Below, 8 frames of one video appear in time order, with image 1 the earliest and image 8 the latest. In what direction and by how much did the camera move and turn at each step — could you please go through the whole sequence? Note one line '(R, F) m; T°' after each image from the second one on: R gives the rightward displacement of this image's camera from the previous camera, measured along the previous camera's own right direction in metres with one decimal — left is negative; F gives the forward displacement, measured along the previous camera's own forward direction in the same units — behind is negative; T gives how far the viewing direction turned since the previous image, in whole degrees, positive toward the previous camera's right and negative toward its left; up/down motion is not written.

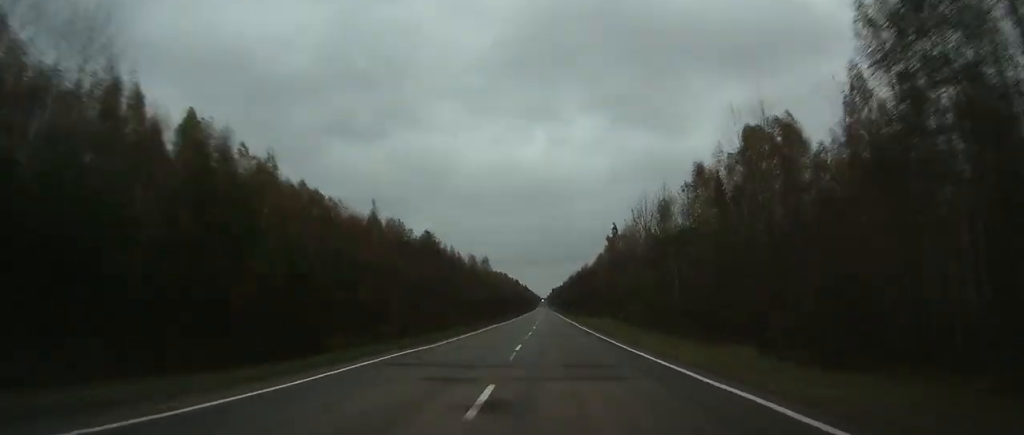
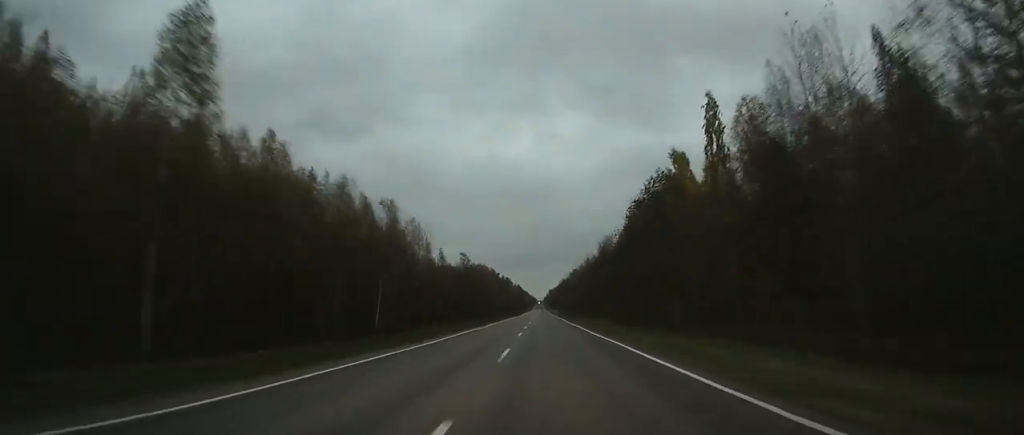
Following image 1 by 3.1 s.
(0.0, +86.1) m; 0°
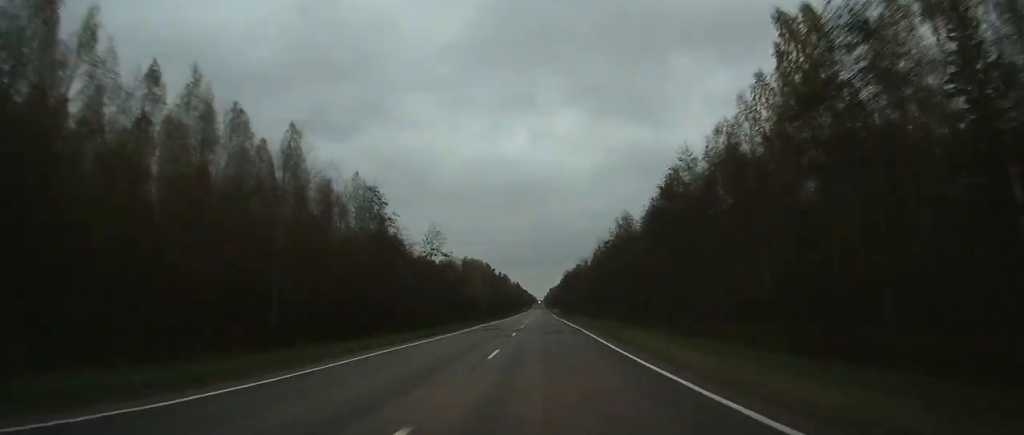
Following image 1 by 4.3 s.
(0.0, +35.5) m; 0°
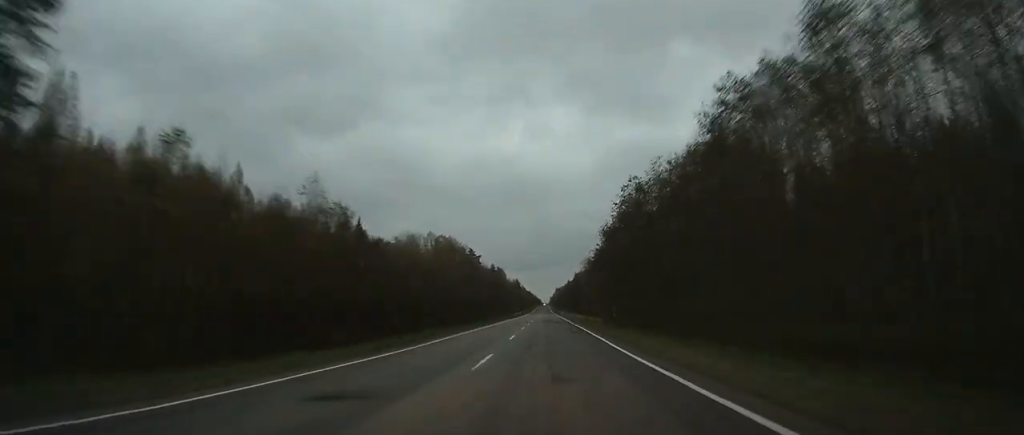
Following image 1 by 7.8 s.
(-0.7, +106.2) m; -1°
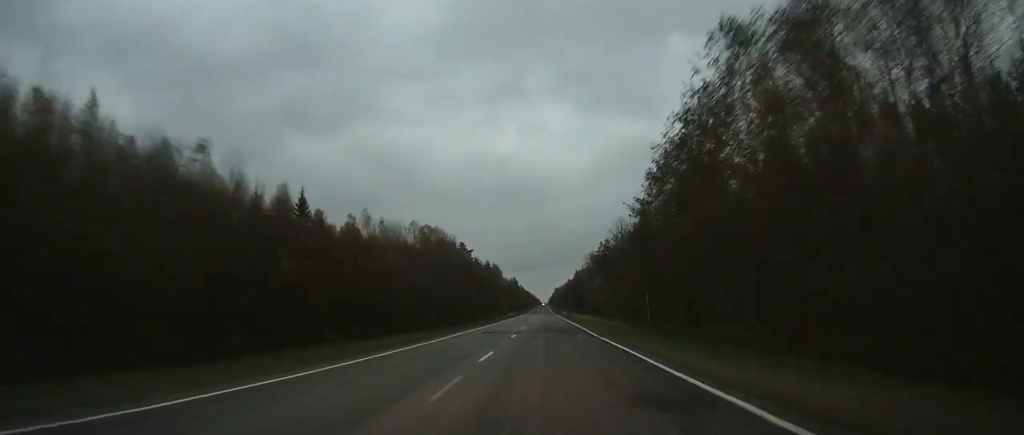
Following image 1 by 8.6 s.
(-0.1, +24.3) m; 0°
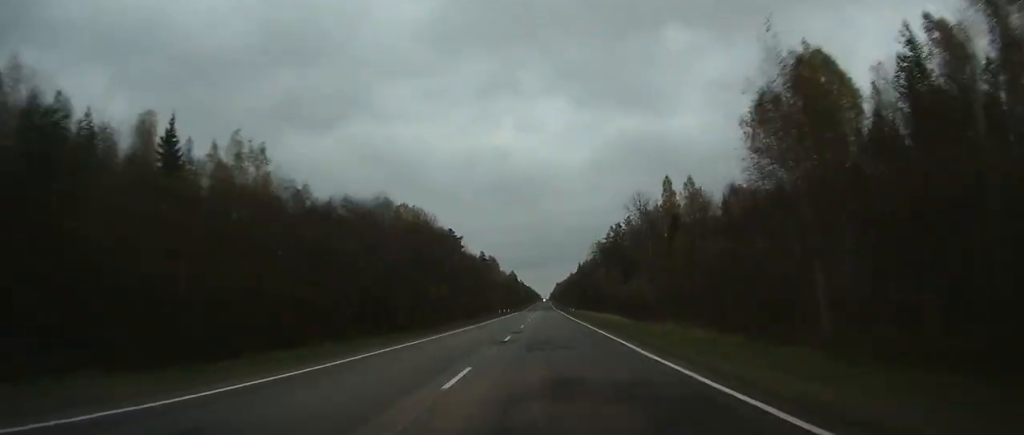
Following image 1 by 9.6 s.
(+0.2, +29.5) m; 0°
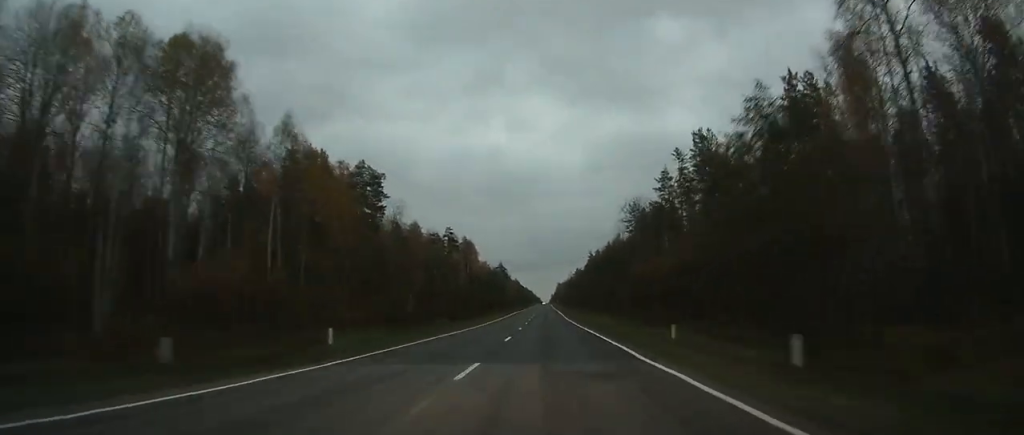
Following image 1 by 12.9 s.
(+0.4, +93.7) m; 0°
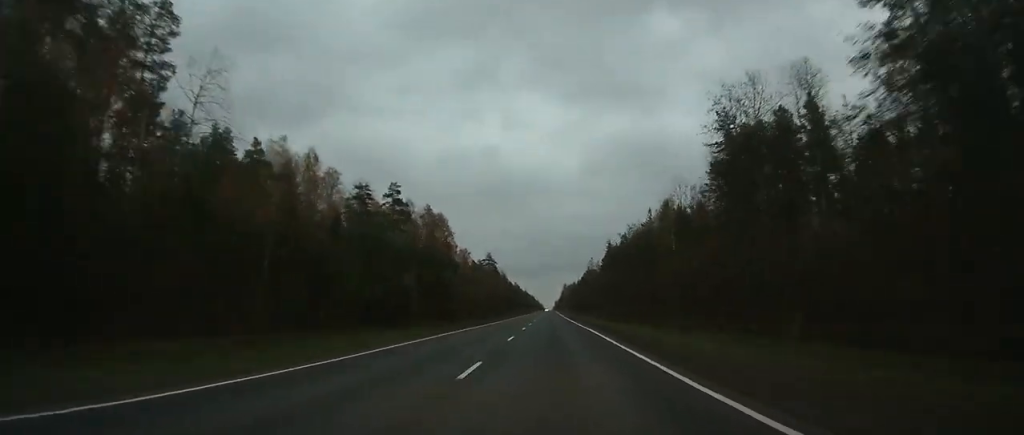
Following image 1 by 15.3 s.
(+0.1, +72.5) m; 0°
